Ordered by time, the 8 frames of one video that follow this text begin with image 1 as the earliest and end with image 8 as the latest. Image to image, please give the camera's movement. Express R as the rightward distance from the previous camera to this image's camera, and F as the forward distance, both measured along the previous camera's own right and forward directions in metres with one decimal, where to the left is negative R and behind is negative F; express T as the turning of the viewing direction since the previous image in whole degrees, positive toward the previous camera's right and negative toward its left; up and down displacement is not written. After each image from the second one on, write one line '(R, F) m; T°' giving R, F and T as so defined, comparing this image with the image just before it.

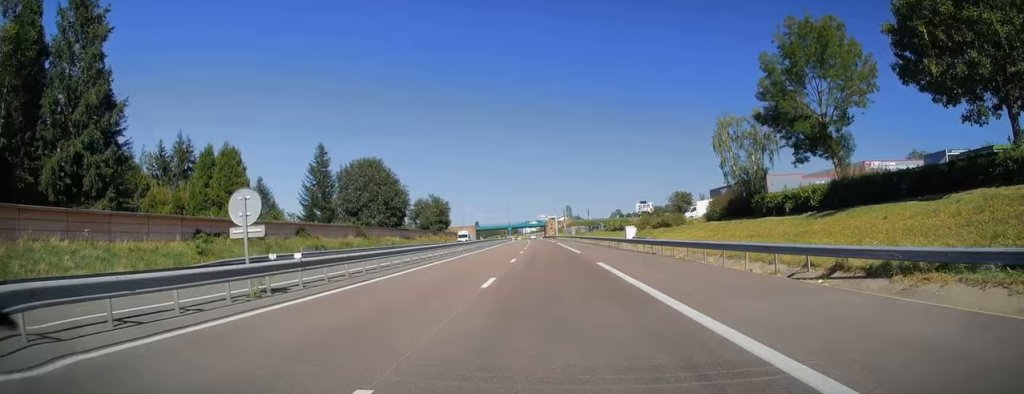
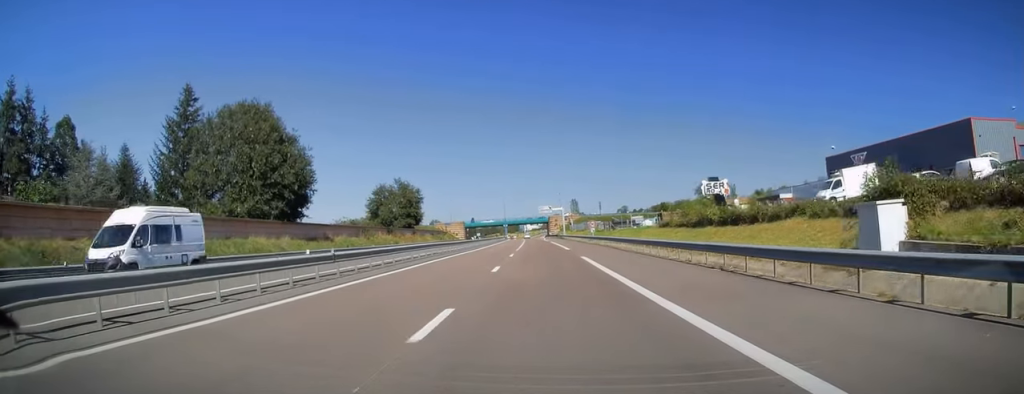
(+0.2, +46.2) m; 0°
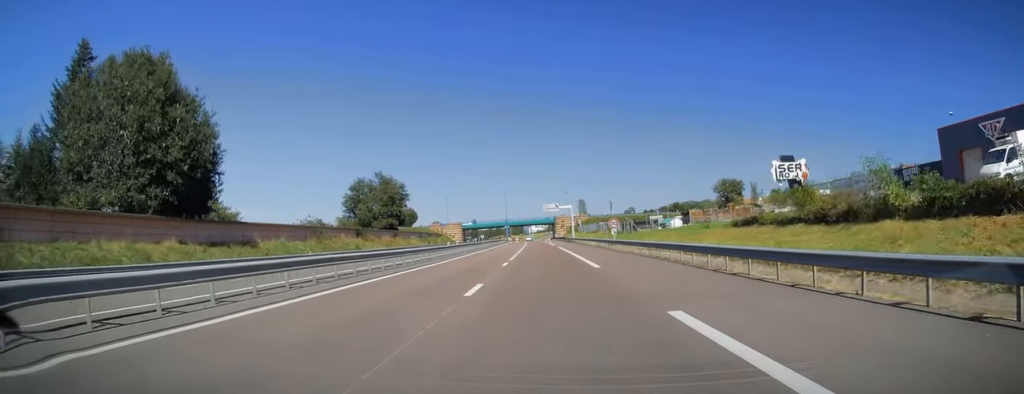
(-0.2, +20.1) m; -1°
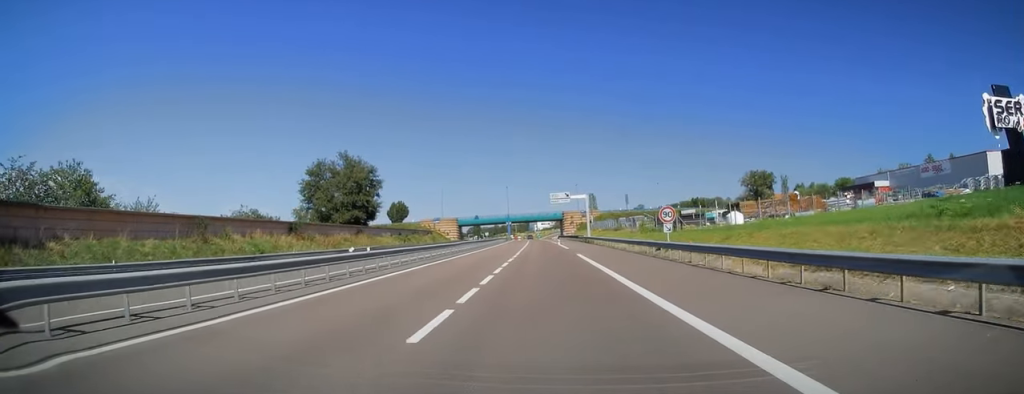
(-0.1, +25.0) m; 0°
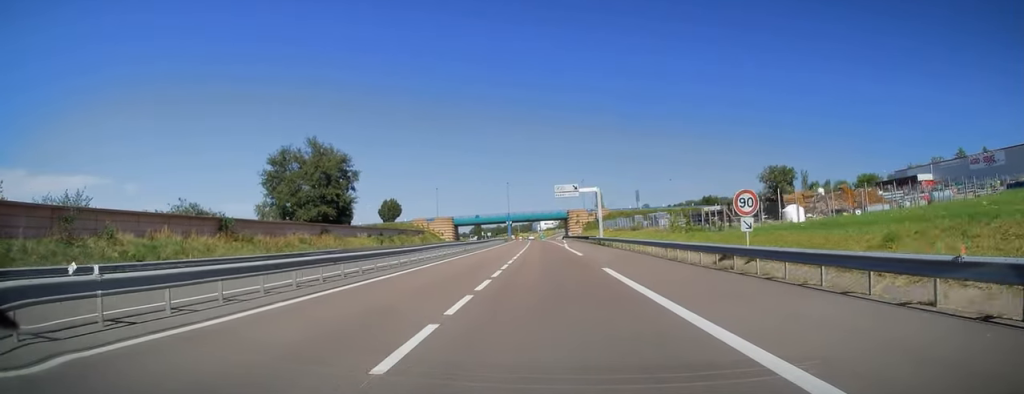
(0.0, +14.7) m; 0°
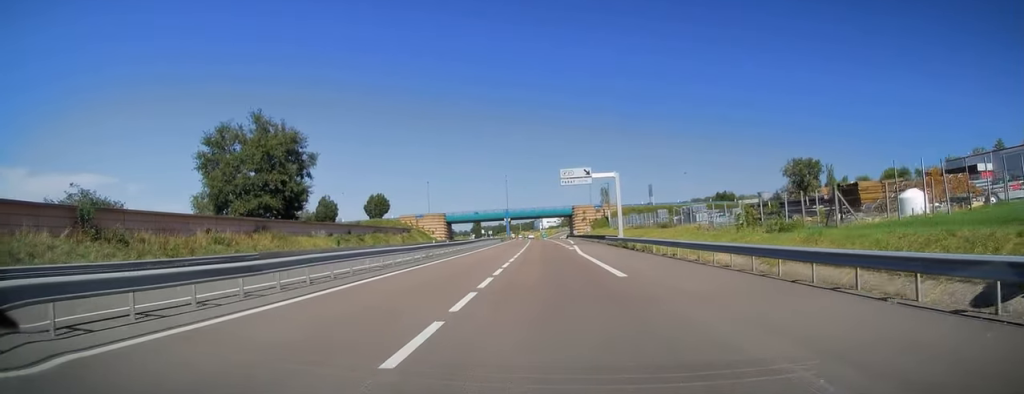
(+0.1, +17.2) m; 0°
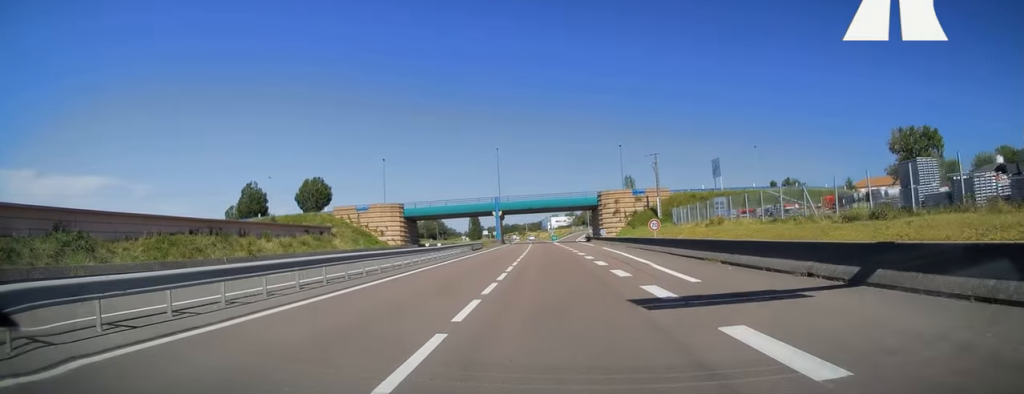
(-0.9, +53.1) m; -1°
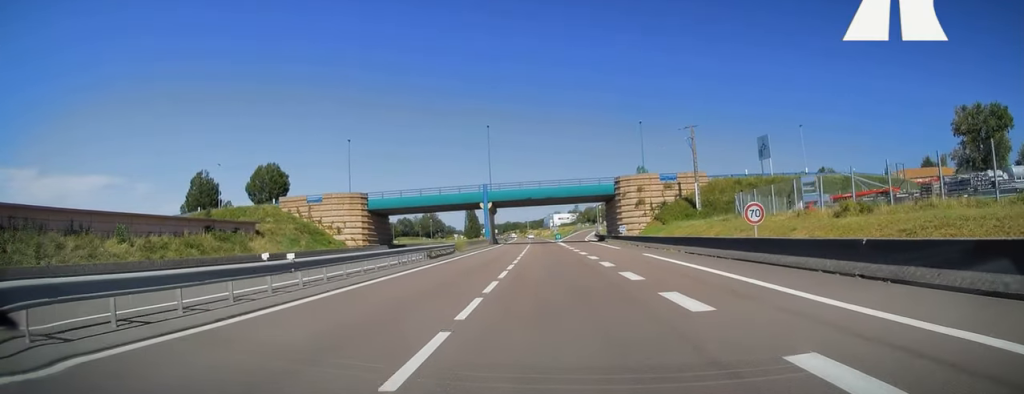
(0.0, +21.6) m; 0°
